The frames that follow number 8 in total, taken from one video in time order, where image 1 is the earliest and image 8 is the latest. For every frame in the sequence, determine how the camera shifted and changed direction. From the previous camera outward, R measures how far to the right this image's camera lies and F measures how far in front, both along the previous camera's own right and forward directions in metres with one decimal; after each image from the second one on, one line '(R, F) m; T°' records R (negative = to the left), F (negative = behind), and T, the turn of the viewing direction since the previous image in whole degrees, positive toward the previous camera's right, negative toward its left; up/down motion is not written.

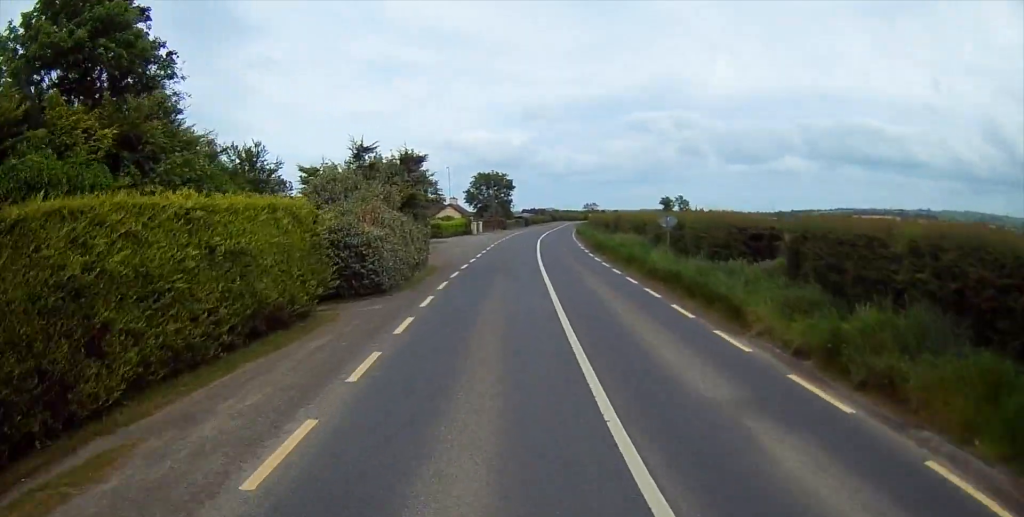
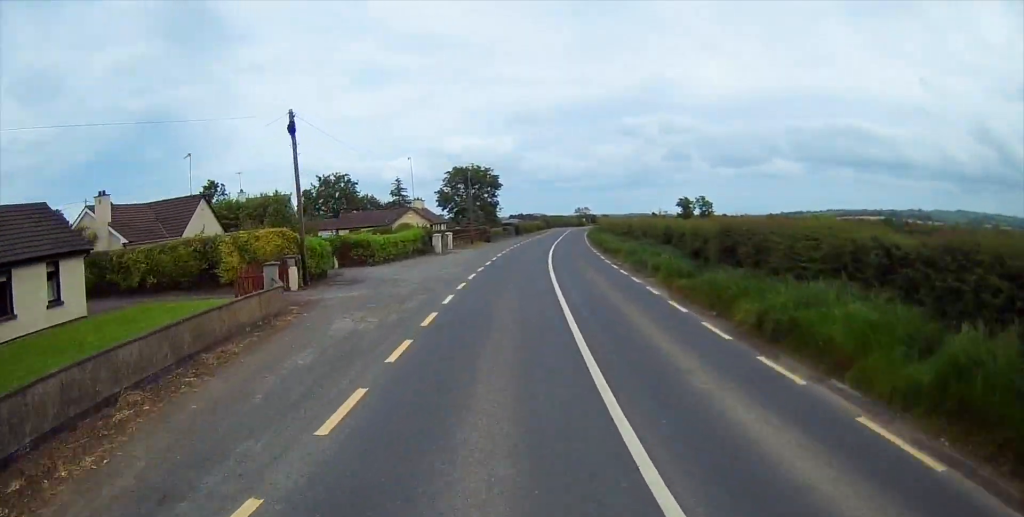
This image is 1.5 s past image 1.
(+0.5, +29.9) m; +1°
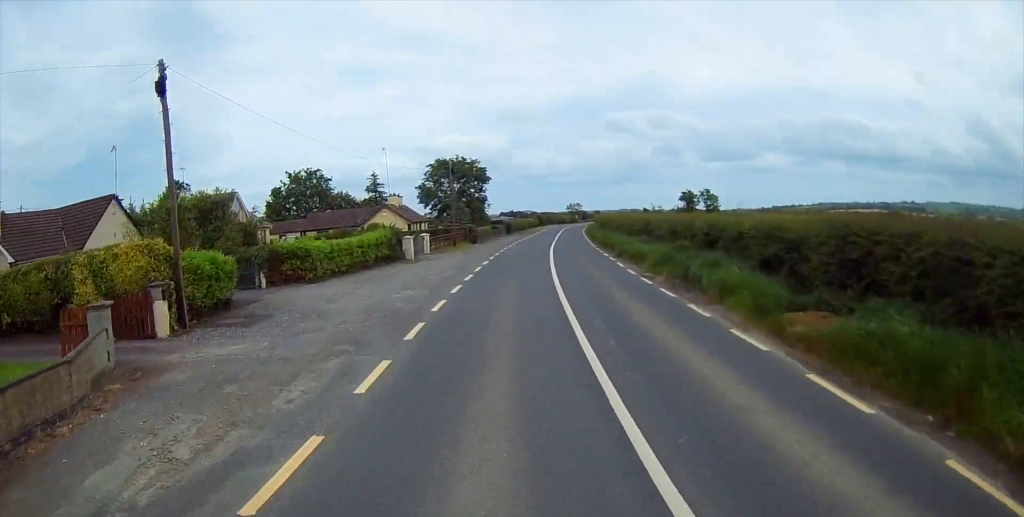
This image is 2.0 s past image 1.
(-0.2, +10.3) m; 0°
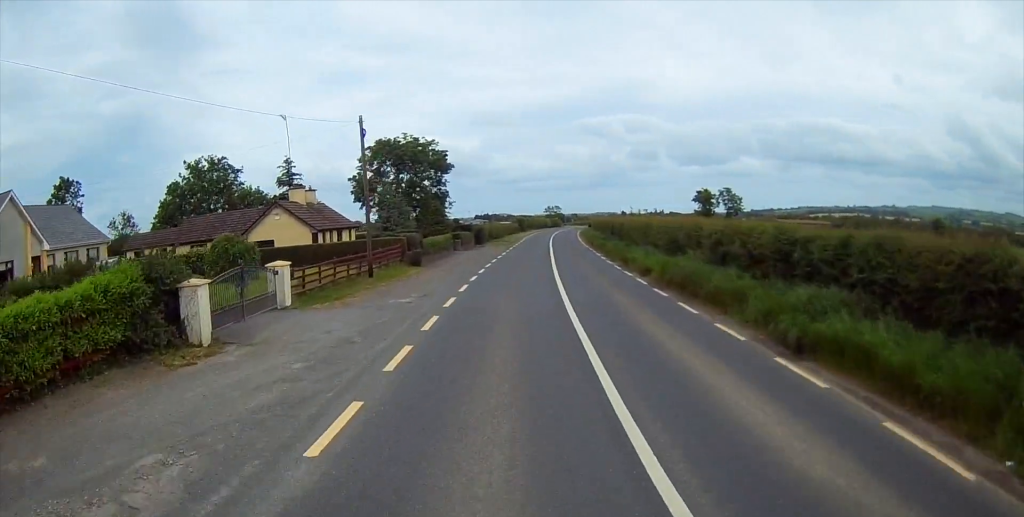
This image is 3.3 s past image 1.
(+0.3, +26.6) m; +1°
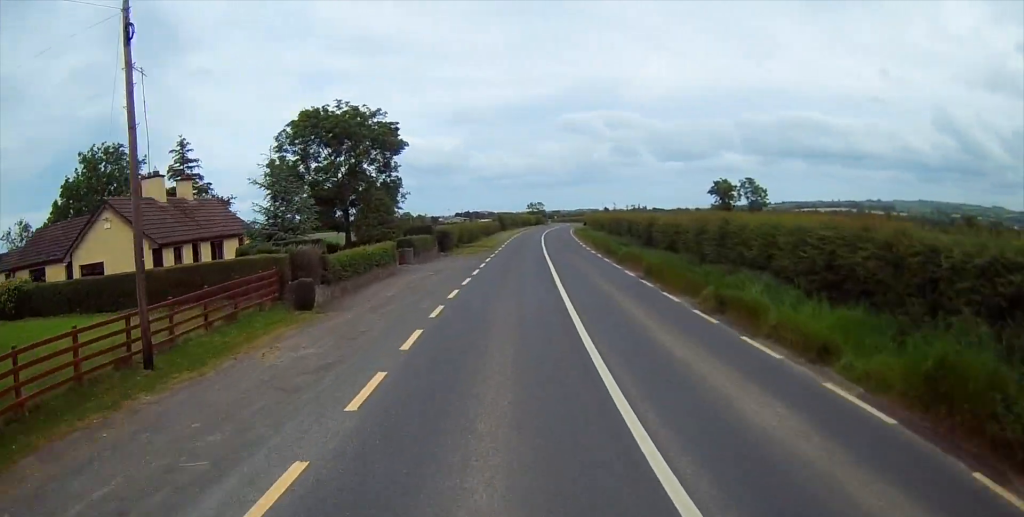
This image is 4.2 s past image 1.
(0.0, +18.2) m; +1°
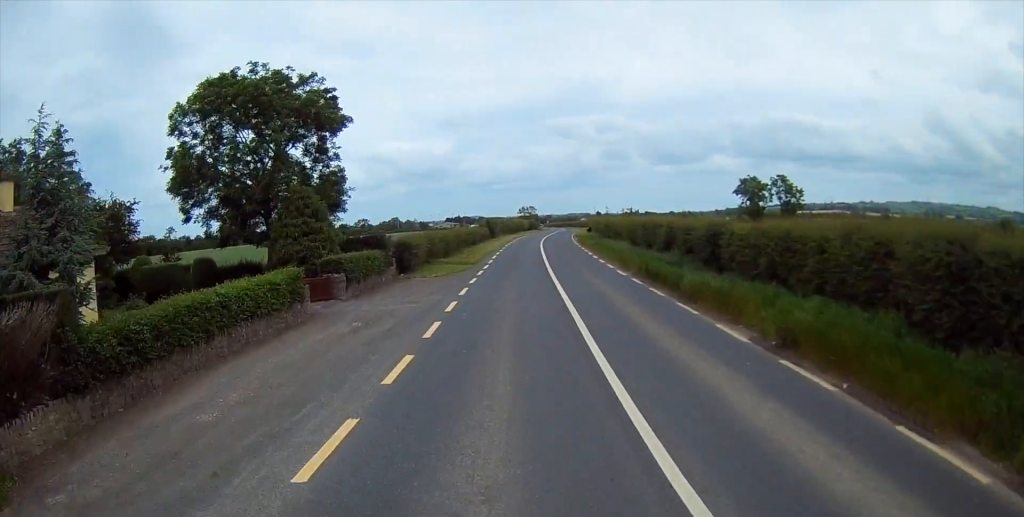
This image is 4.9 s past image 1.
(+0.3, +14.2) m; +2°
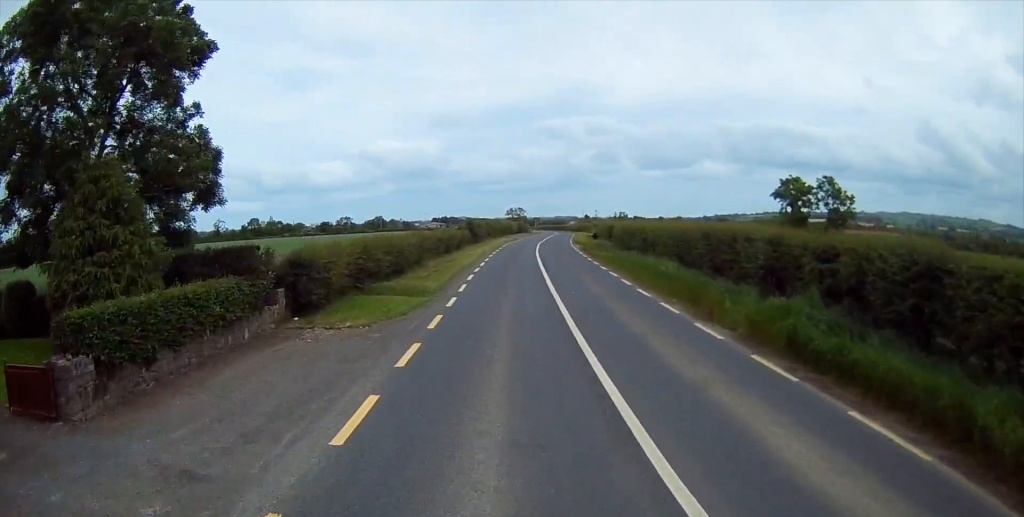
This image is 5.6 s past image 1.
(+0.3, +14.9) m; +2°
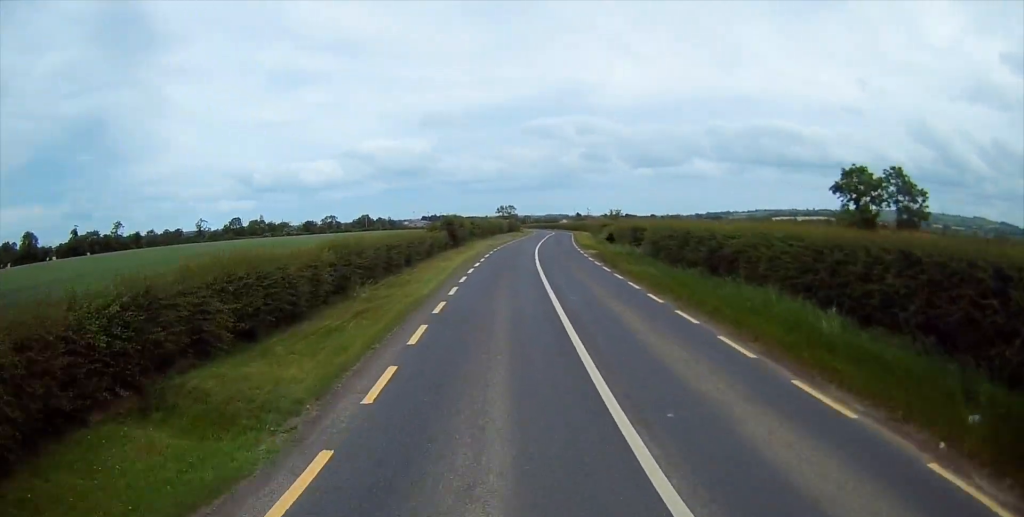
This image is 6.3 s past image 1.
(+0.3, +14.3) m; +1°
